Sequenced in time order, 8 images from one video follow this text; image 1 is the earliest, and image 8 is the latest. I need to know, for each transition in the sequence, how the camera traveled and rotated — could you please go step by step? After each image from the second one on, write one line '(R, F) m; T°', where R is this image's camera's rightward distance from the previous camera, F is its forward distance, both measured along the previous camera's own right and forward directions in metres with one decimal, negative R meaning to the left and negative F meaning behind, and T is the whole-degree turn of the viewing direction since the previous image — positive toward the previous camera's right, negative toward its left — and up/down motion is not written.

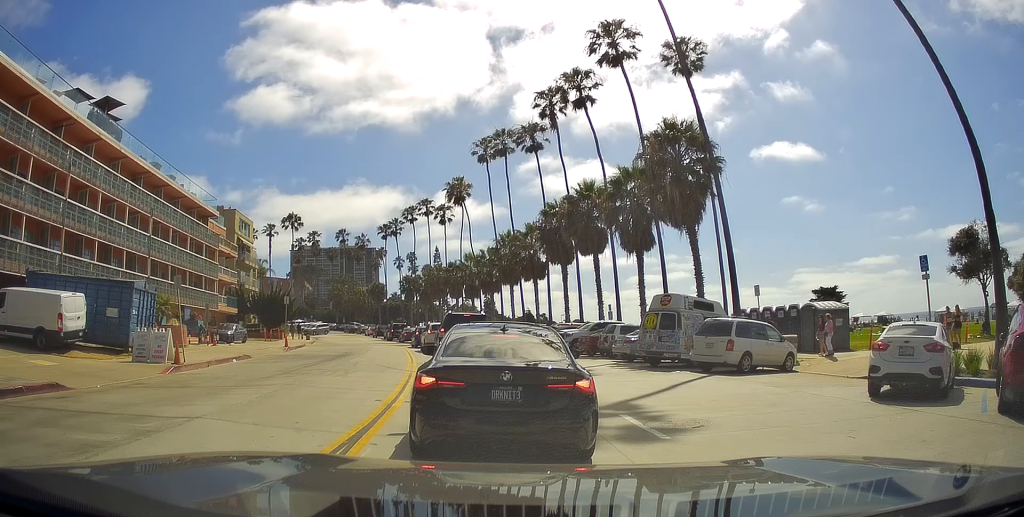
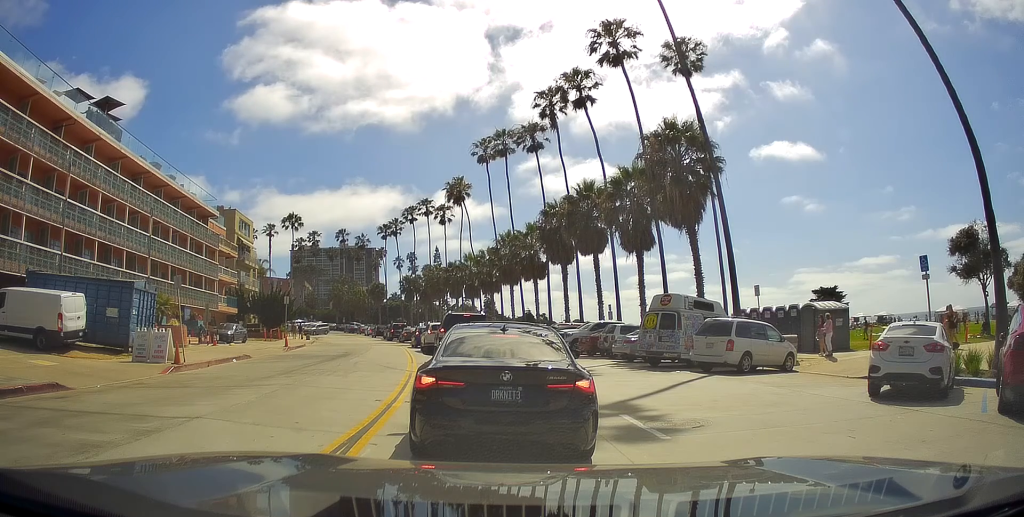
(0.0, 0.0) m; 0°
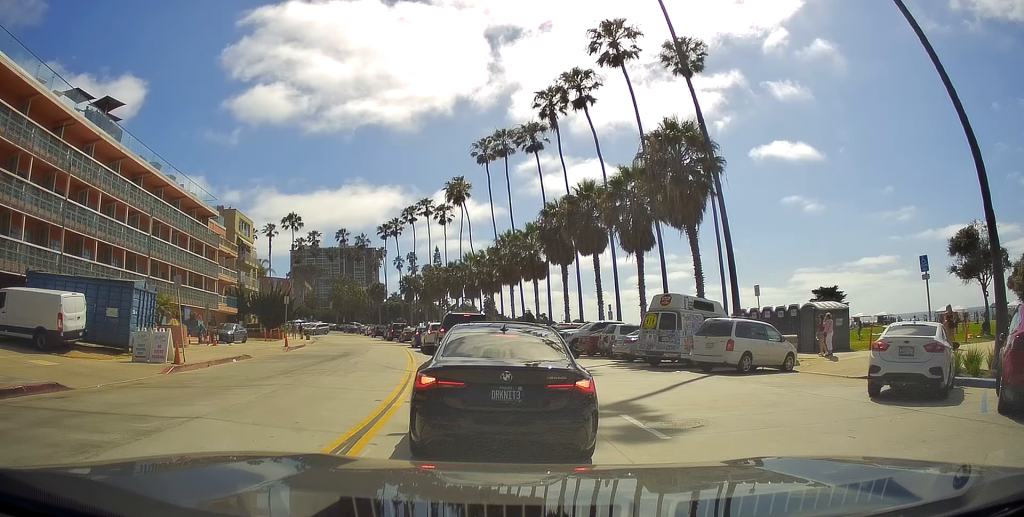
(0.0, 0.0) m; 0°
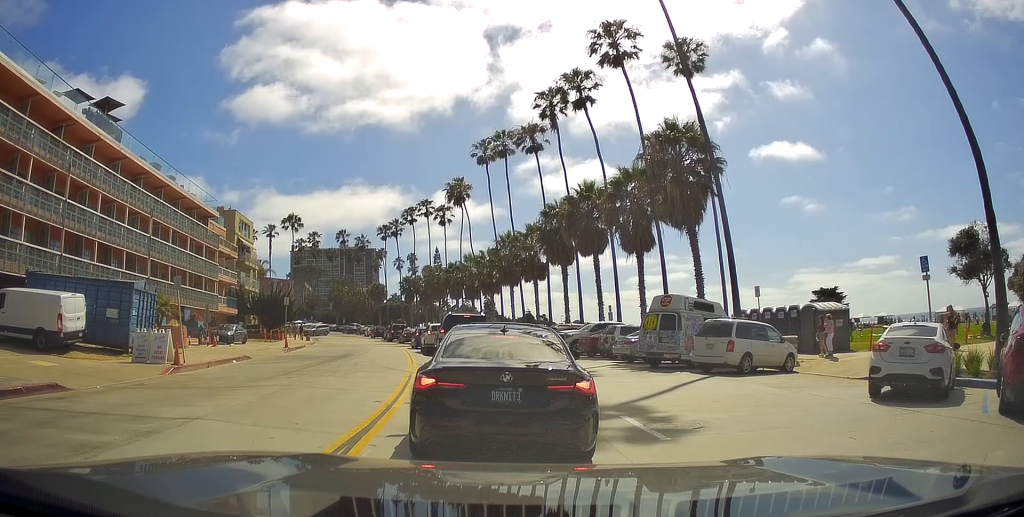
(0.0, 0.0) m; 0°
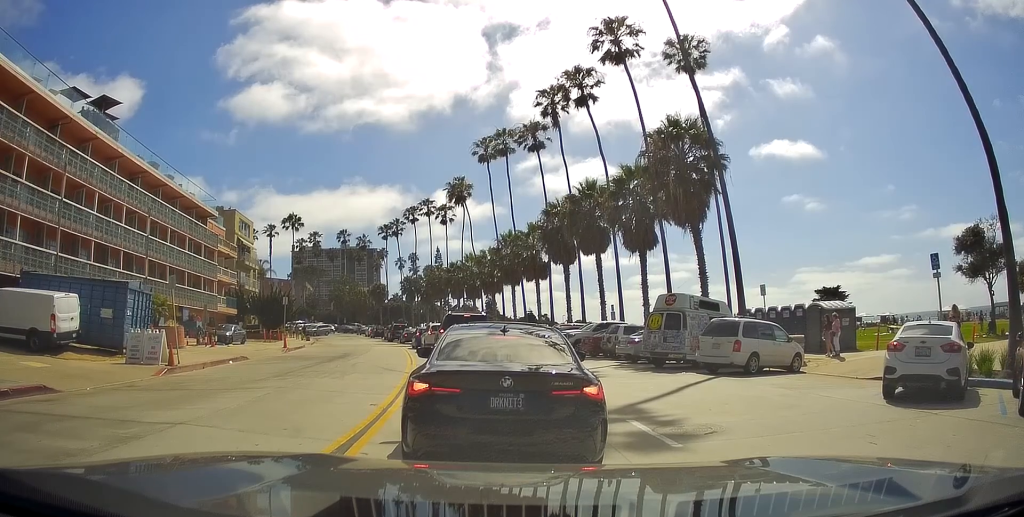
(+0.2, +0.2) m; 0°
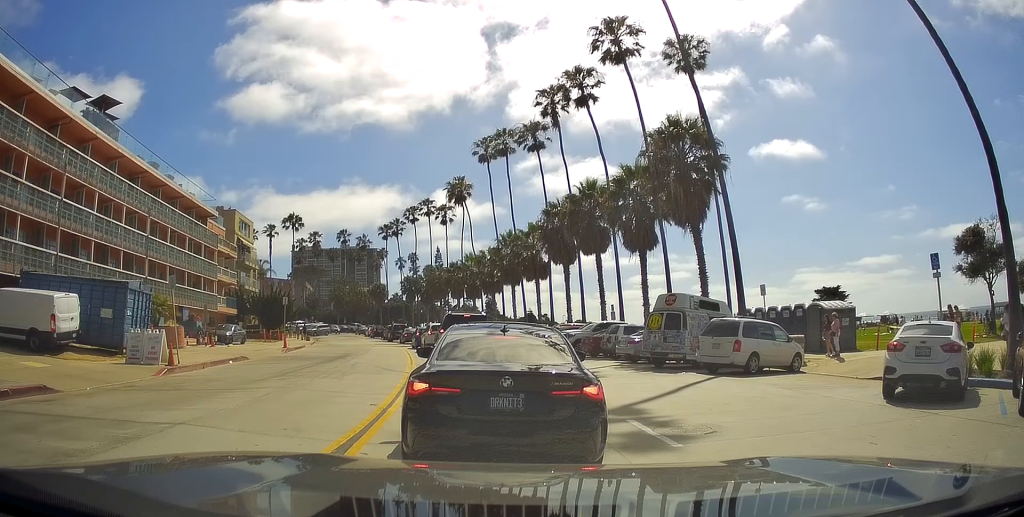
(0.0, 0.0) m; 0°
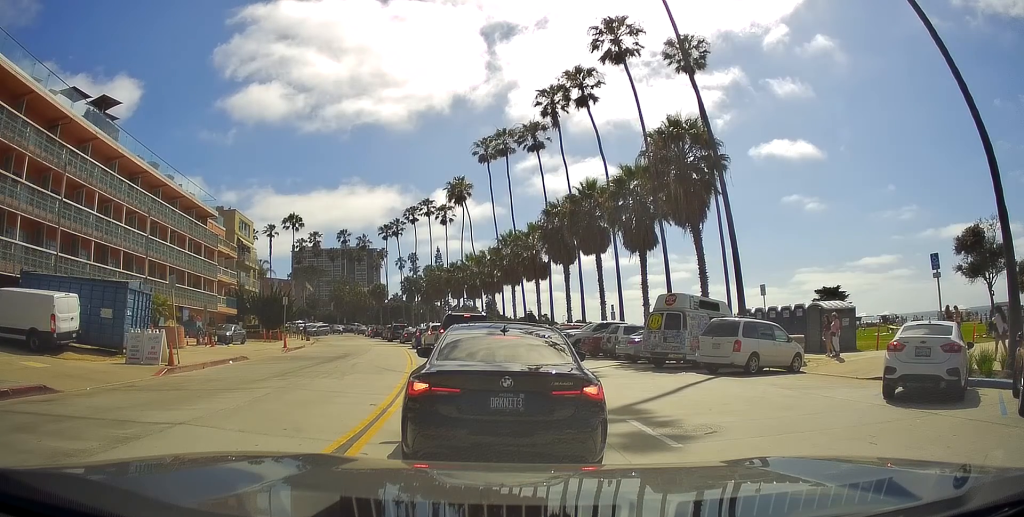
(0.0, 0.0) m; 0°
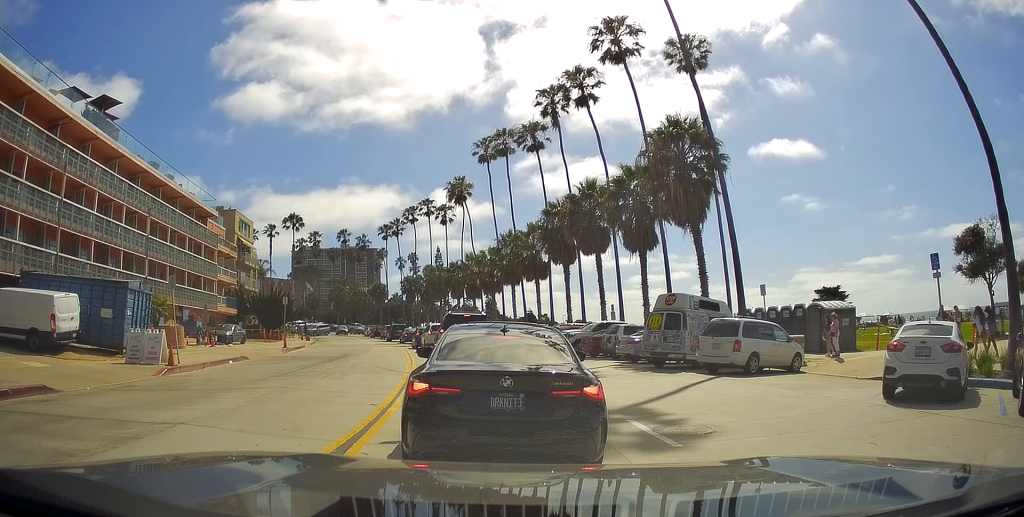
(0.0, 0.0) m; 0°
